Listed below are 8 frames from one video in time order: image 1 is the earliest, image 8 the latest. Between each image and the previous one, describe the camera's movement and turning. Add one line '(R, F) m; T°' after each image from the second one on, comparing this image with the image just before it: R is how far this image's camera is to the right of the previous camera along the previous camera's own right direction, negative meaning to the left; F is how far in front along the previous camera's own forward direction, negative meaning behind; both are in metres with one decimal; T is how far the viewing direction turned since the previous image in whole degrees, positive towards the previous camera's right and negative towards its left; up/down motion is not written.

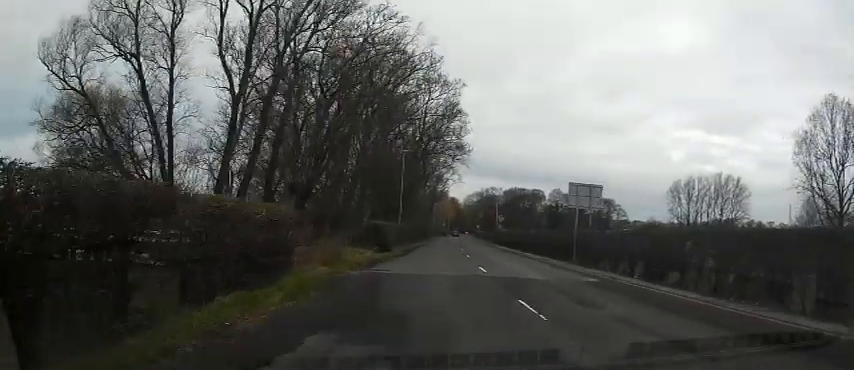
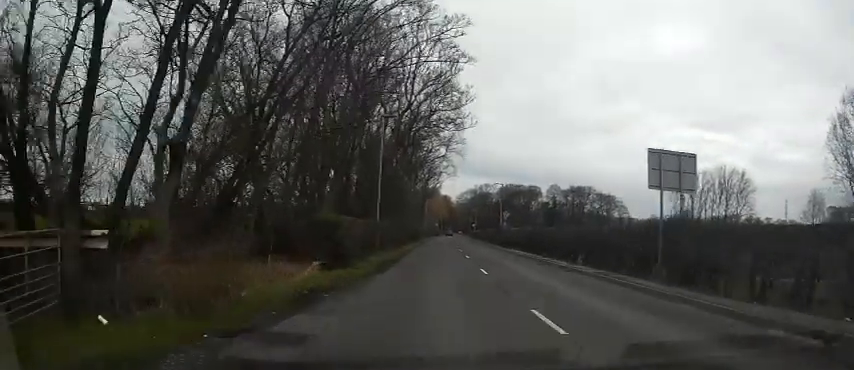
(0.0, +10.3) m; +1°
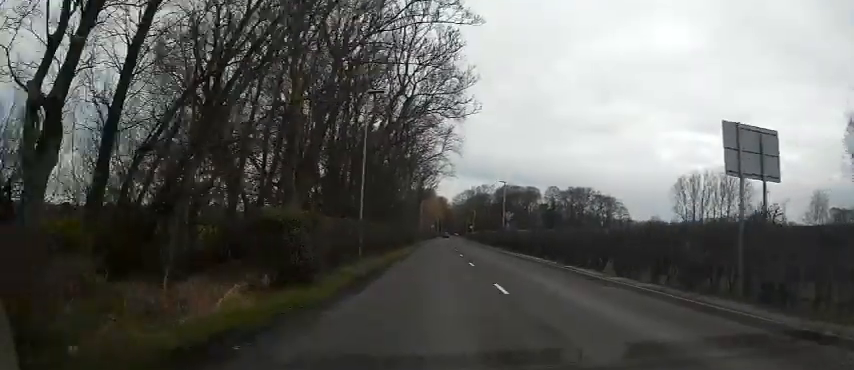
(0.0, +5.0) m; 0°
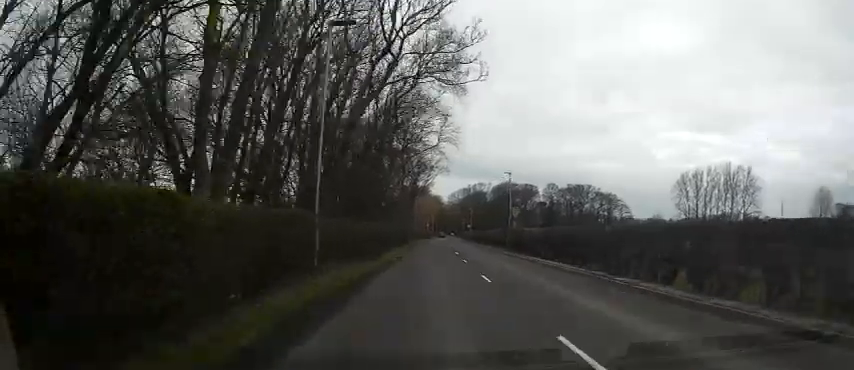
(0.0, +6.5) m; 0°
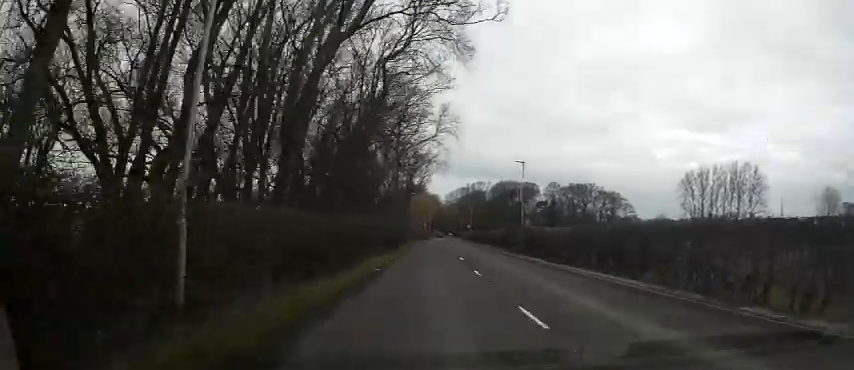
(0.0, +6.6) m; 0°
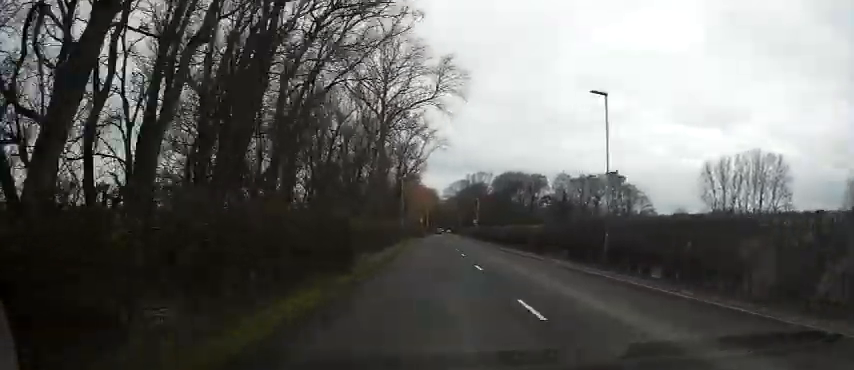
(0.0, +17.2) m; 0°
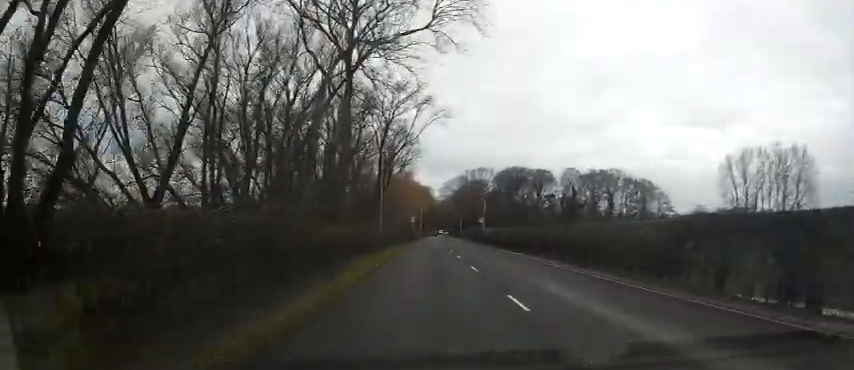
(0.0, +17.1) m; +1°
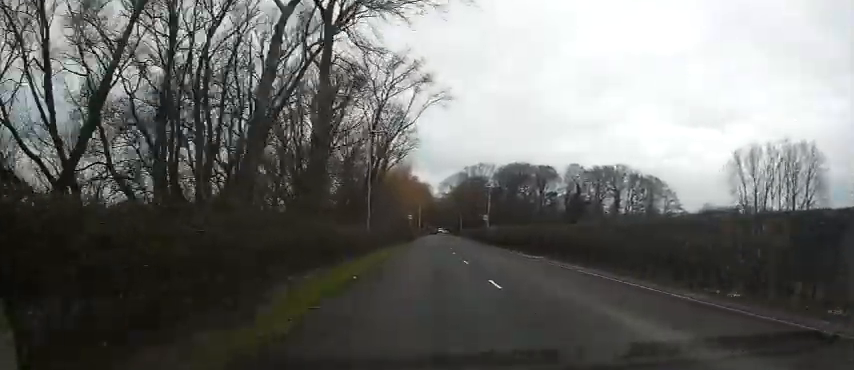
(0.0, +5.7) m; 0°
